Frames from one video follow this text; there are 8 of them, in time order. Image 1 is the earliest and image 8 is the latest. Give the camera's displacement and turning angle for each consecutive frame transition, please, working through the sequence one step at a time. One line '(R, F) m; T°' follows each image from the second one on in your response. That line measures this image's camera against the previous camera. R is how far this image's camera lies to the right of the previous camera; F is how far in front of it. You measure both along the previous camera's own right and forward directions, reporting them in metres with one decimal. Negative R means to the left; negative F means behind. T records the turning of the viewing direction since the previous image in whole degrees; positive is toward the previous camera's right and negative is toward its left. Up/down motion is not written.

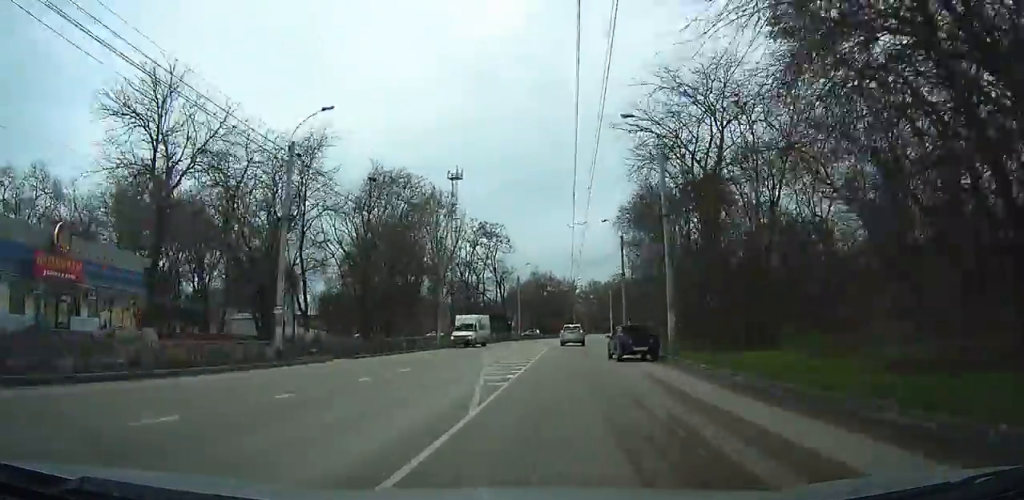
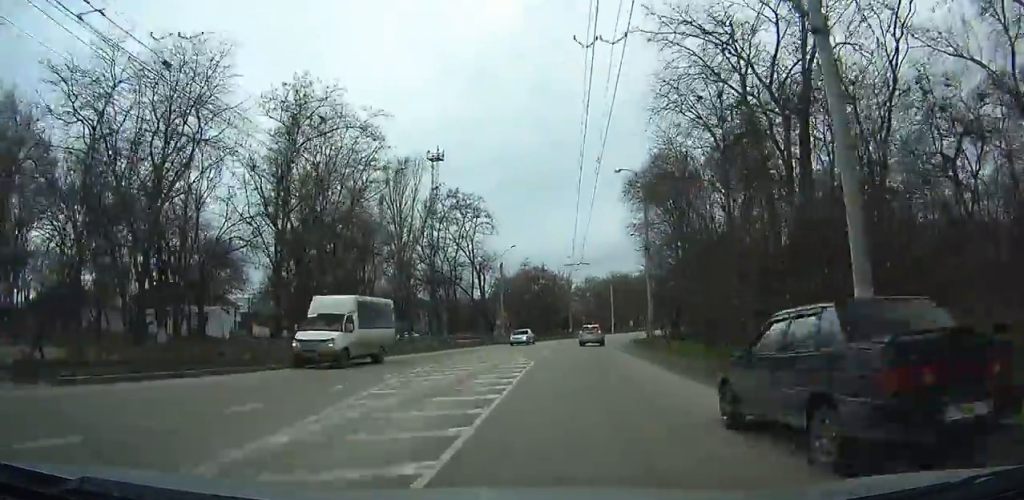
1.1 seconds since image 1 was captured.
(+0.1, +18.3) m; +2°
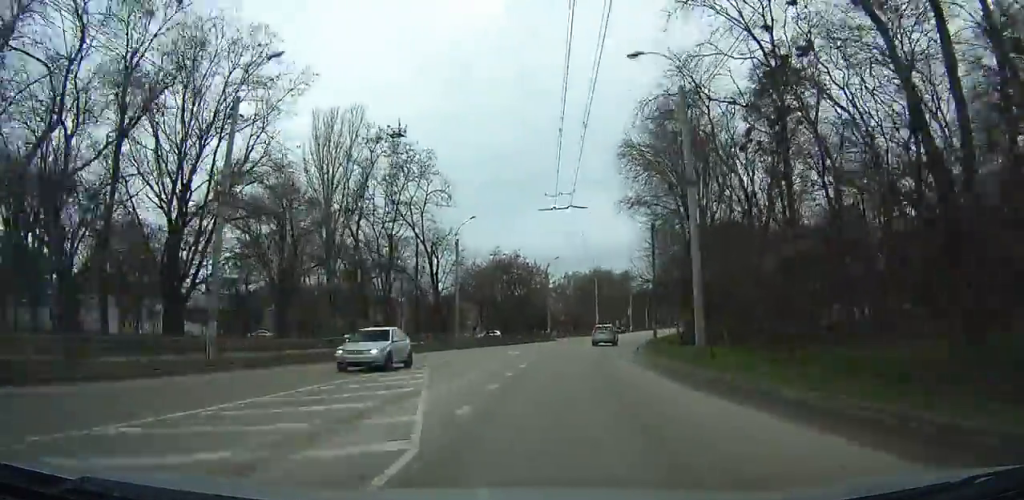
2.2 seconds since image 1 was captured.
(+0.1, +17.1) m; +2°
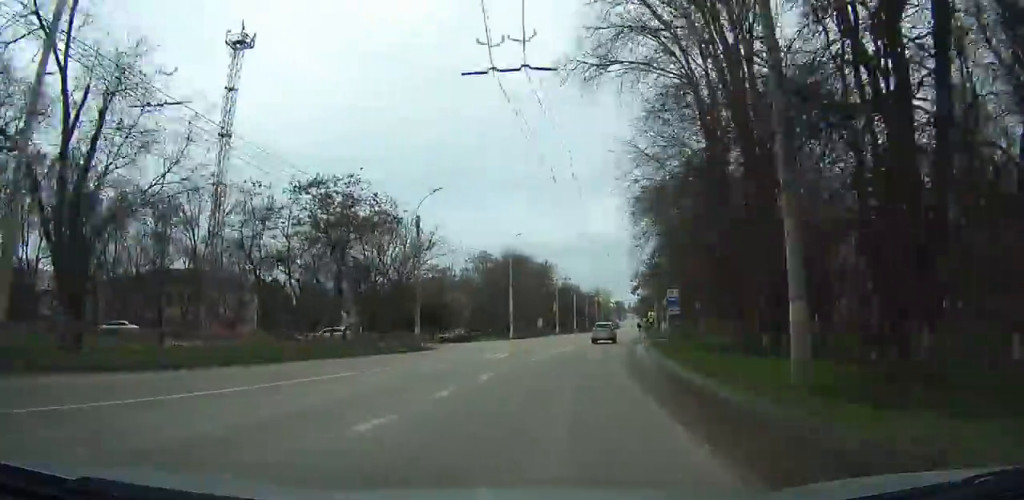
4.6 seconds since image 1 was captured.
(+1.9, +37.9) m; +8°
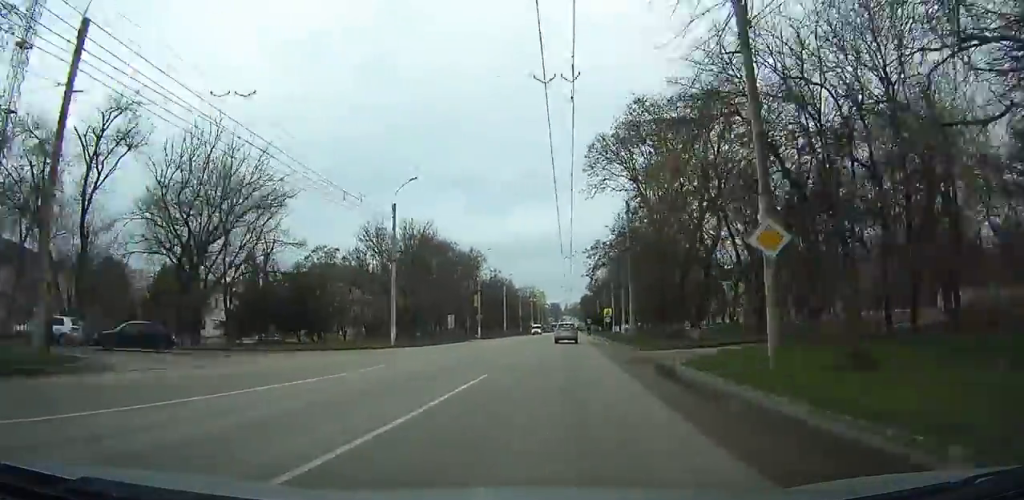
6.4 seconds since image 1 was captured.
(+2.1, +28.1) m; +5°
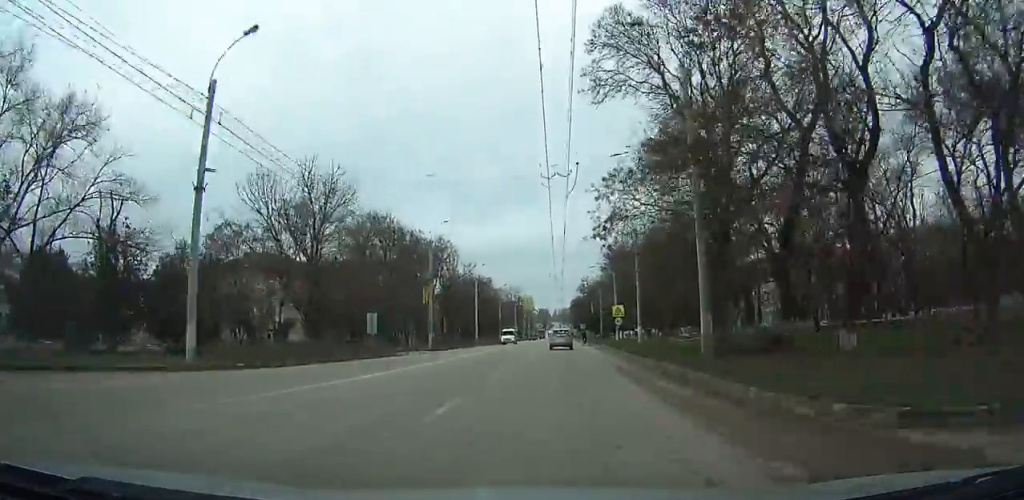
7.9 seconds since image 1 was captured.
(+0.3, +23.9) m; 0°
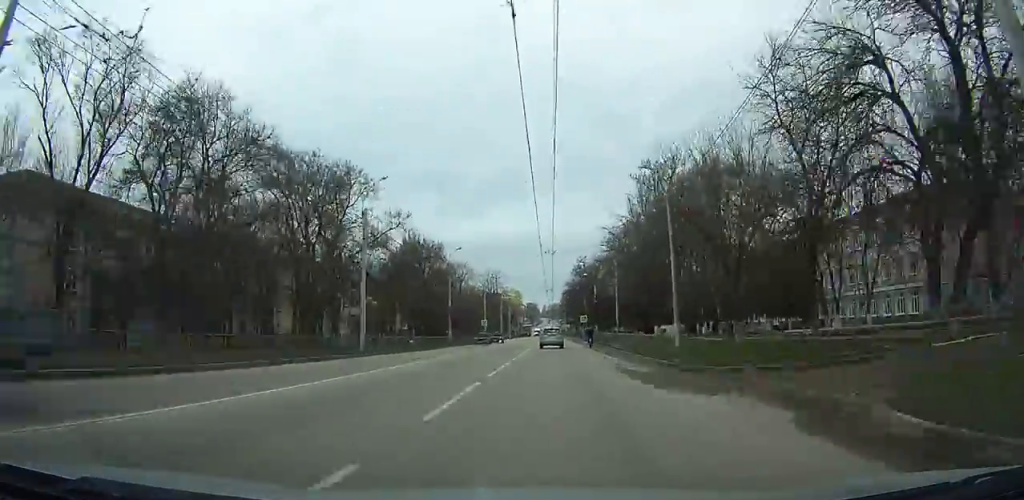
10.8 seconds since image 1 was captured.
(-0.2, +44.6) m; 0°
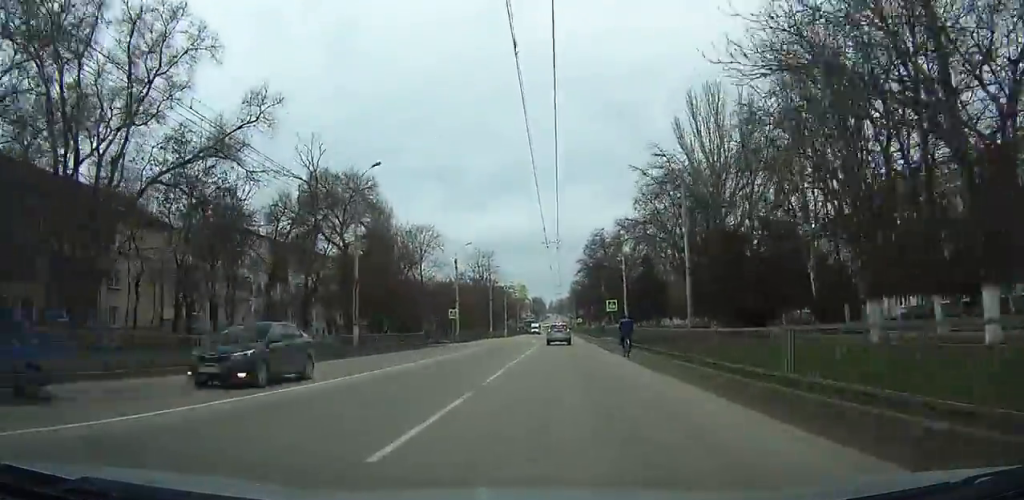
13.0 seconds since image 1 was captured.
(+0.2, +33.7) m; 0°
